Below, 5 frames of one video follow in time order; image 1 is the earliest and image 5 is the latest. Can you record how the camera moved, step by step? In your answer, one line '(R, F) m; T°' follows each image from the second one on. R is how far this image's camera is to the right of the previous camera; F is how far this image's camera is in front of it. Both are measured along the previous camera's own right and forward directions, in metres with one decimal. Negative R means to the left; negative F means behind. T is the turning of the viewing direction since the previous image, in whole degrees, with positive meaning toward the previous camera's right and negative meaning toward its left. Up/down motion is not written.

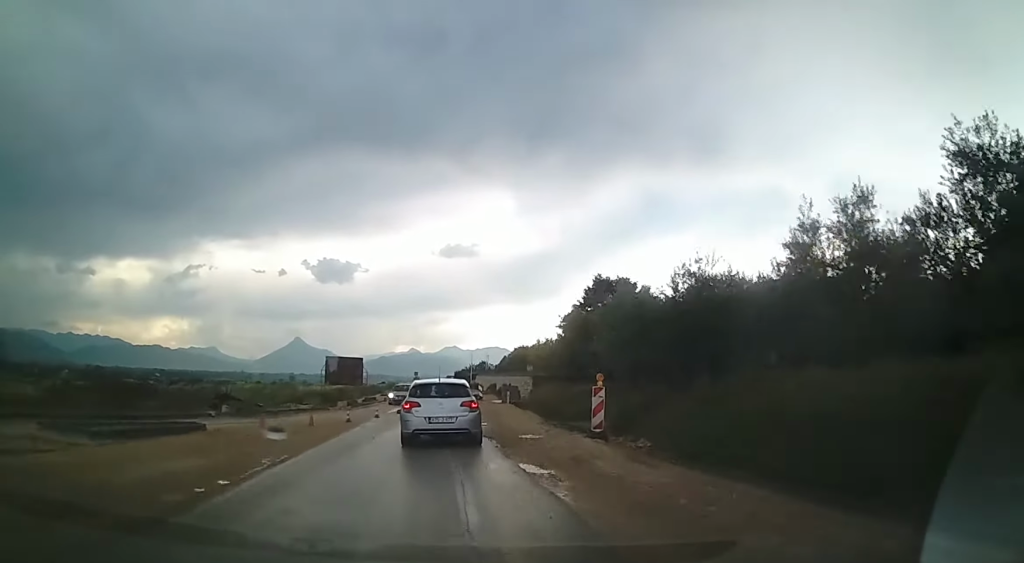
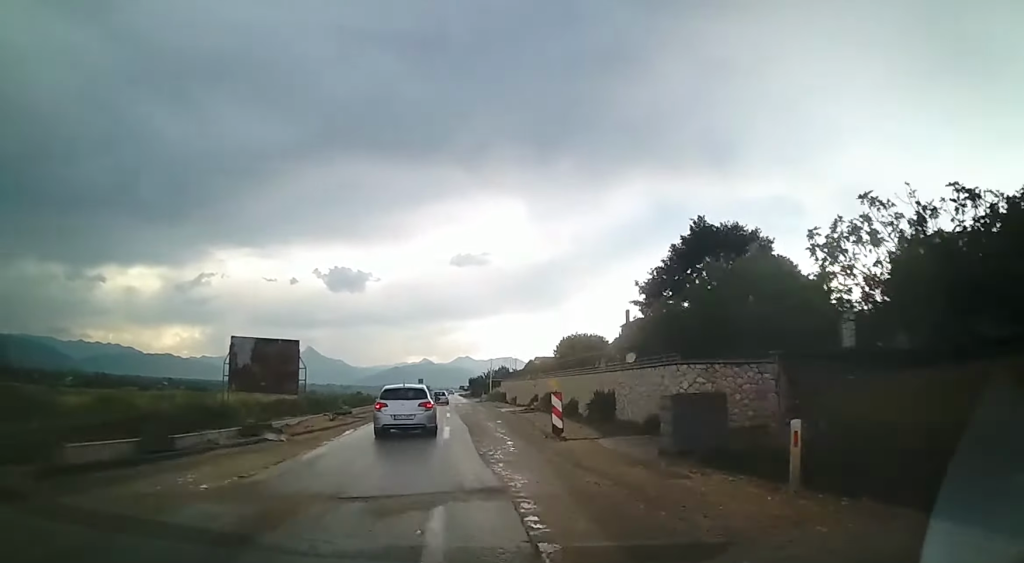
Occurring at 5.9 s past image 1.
(+1.1, +41.3) m; +2°
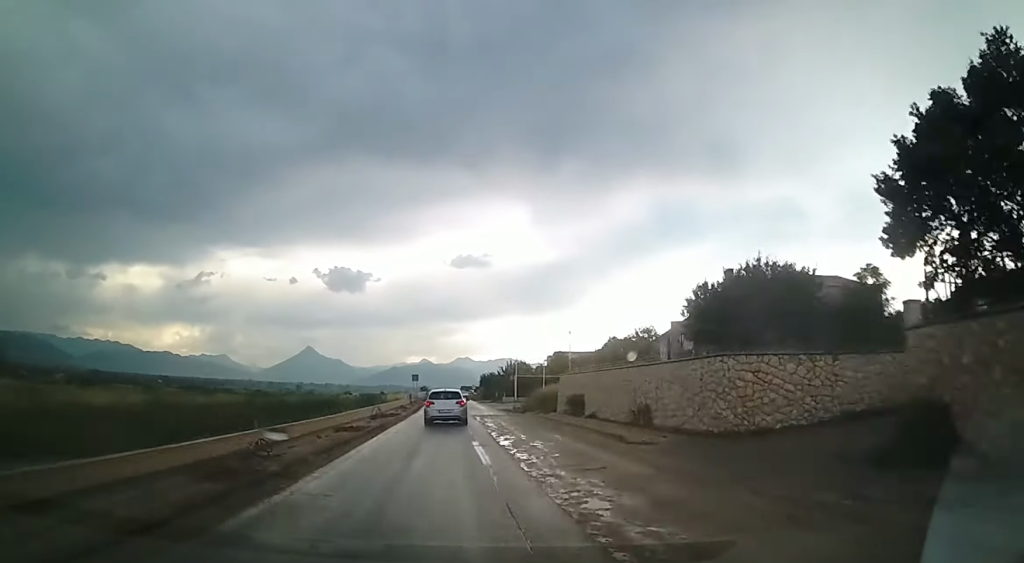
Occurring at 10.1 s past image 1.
(-0.4, +40.8) m; -2°
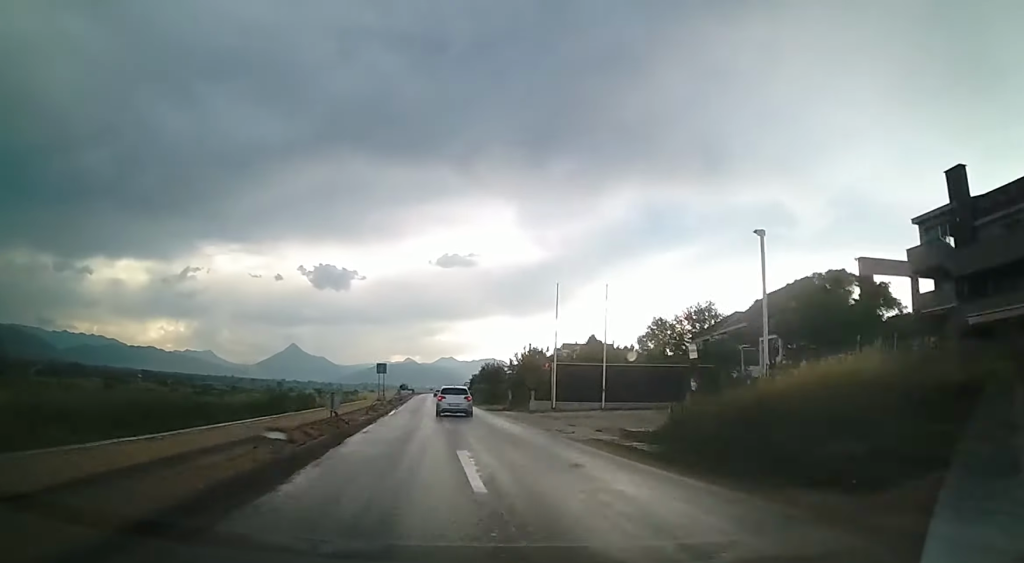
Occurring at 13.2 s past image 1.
(-0.9, +35.6) m; 0°
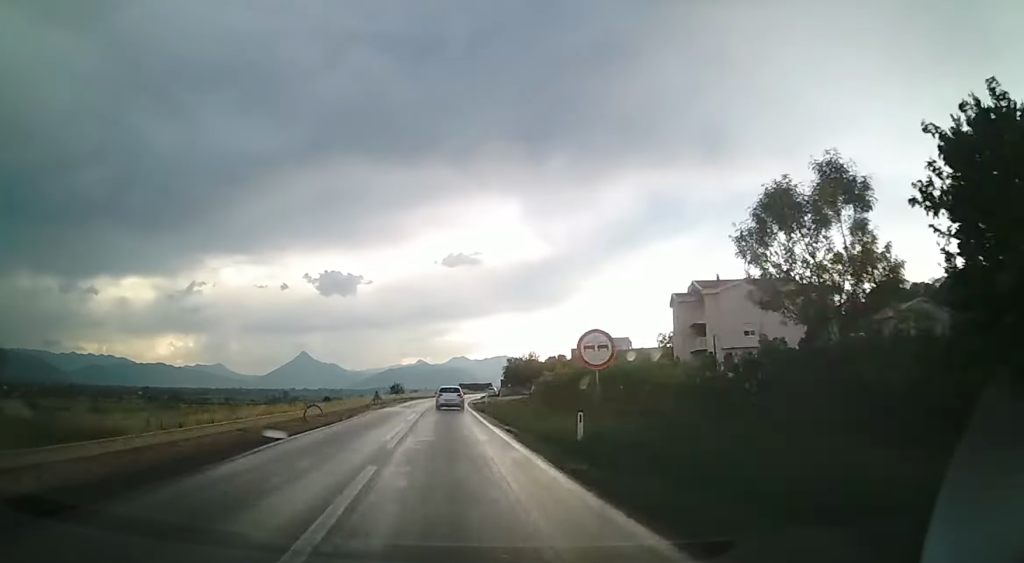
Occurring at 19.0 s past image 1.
(+0.6, +76.7) m; 0°
